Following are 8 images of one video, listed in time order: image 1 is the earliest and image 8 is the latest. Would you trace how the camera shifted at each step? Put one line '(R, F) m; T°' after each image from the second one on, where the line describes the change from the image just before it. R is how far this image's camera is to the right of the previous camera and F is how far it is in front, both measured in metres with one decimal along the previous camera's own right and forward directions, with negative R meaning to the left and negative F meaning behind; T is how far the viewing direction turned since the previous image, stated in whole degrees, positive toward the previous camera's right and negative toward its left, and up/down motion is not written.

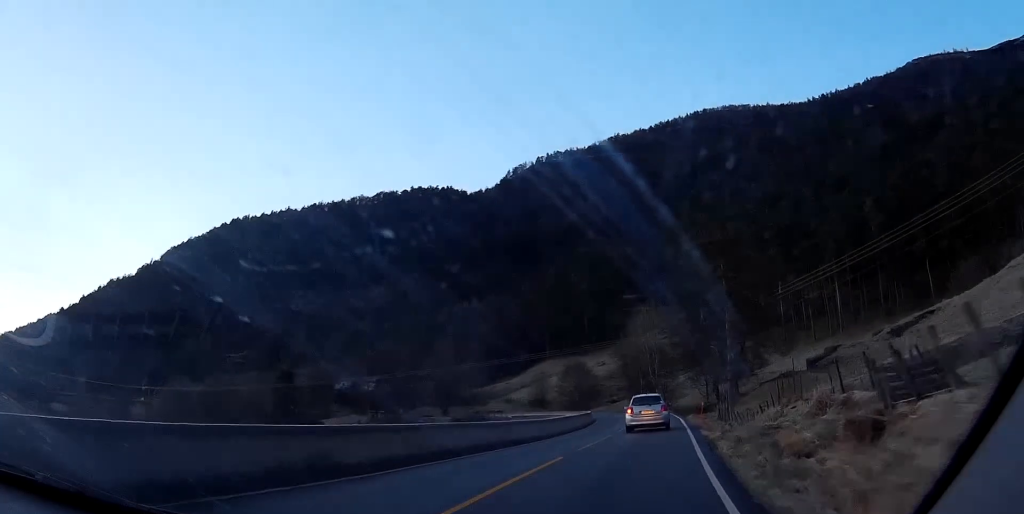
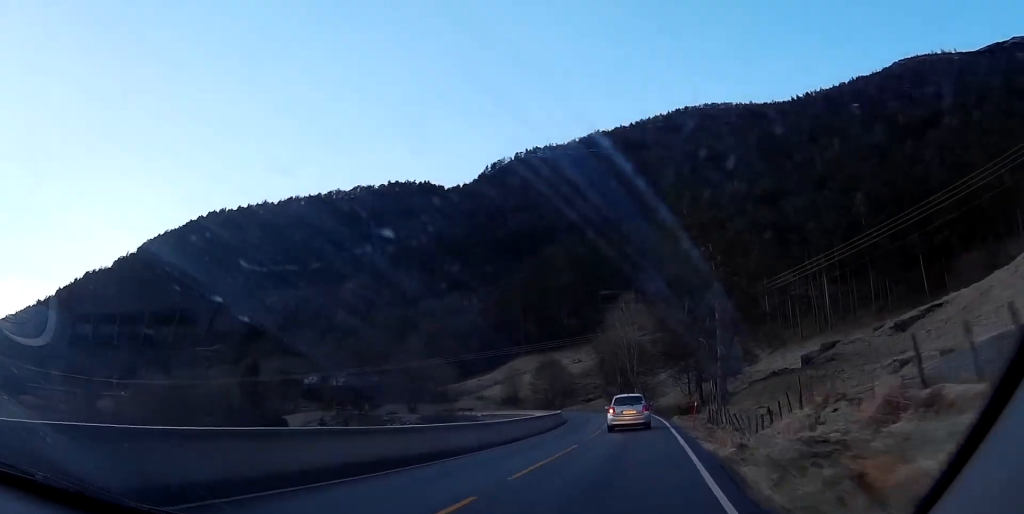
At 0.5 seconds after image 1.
(+0.2, +7.4) m; +1°
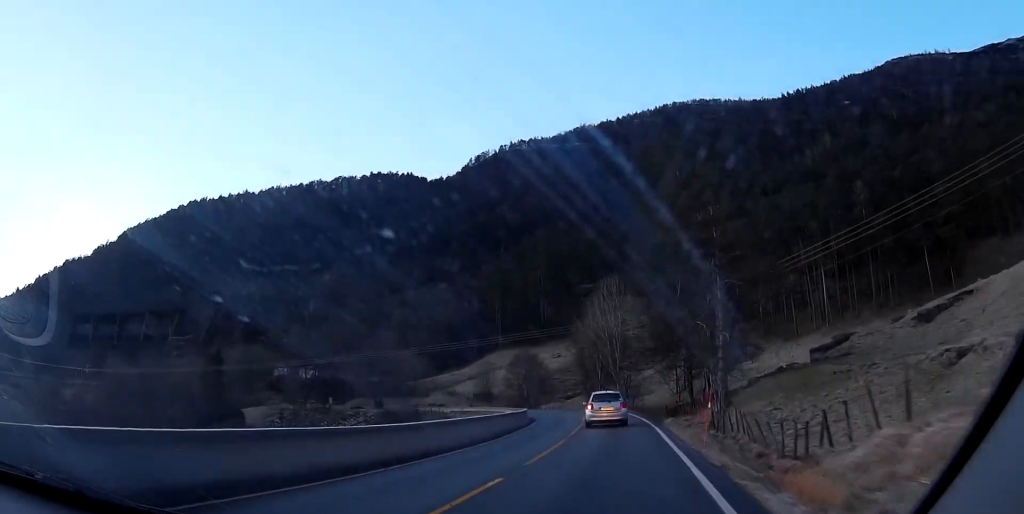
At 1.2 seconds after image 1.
(0.0, +10.4) m; 0°
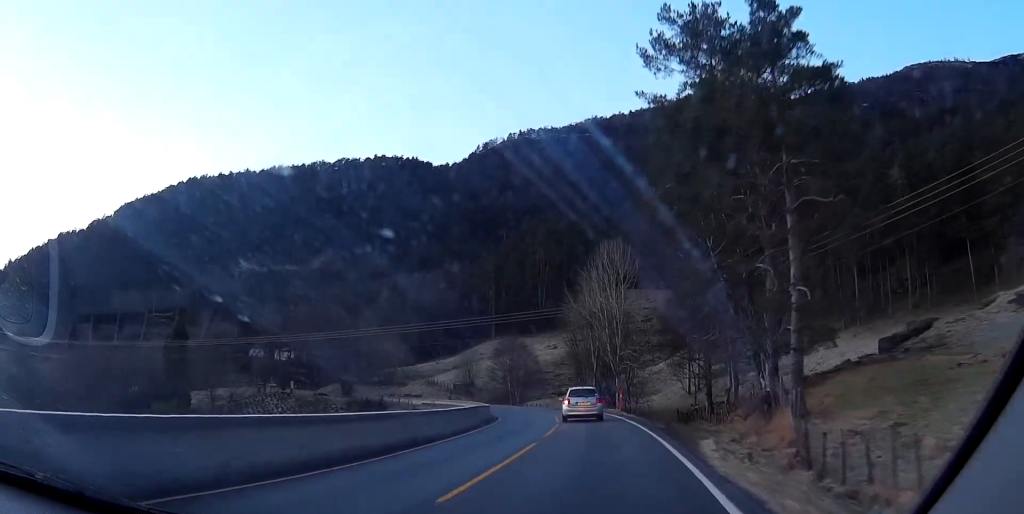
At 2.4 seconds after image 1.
(0.0, +18.4) m; 0°
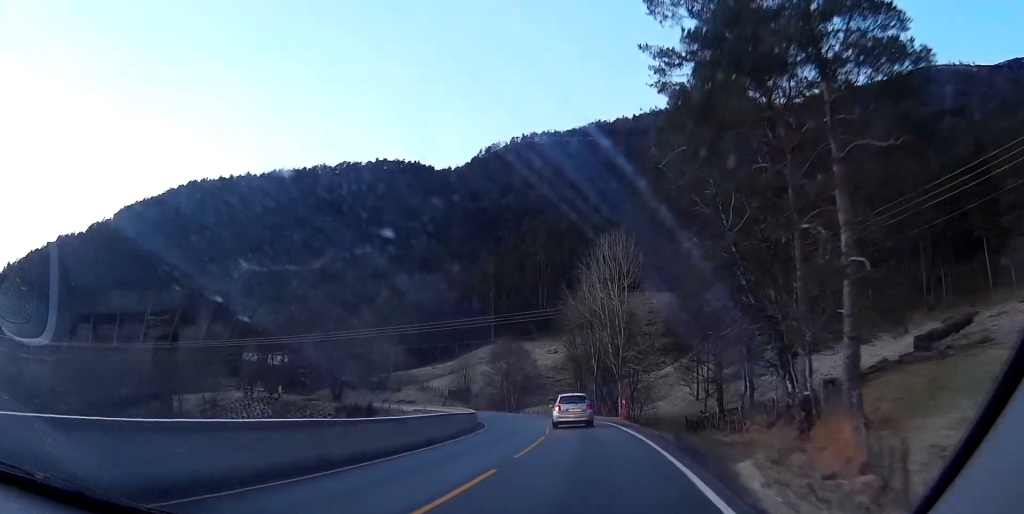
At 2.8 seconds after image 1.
(0.0, +6.1) m; -1°
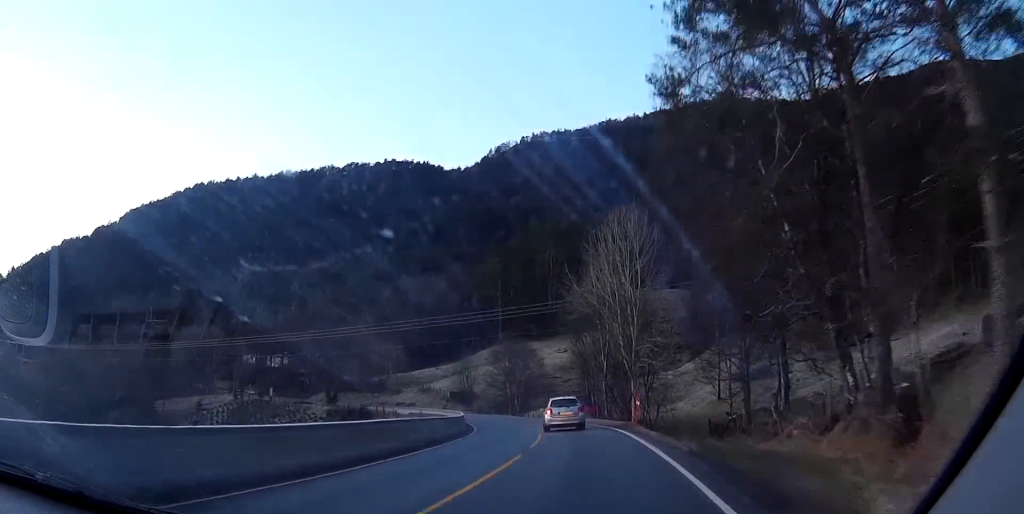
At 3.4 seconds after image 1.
(+0.1, +8.2) m; -1°
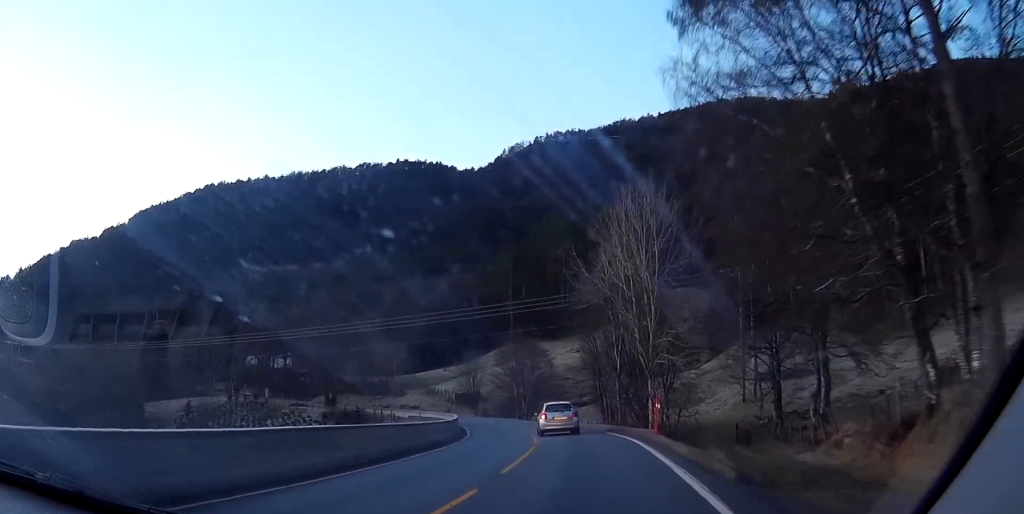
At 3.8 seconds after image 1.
(-0.2, +7.0) m; -3°
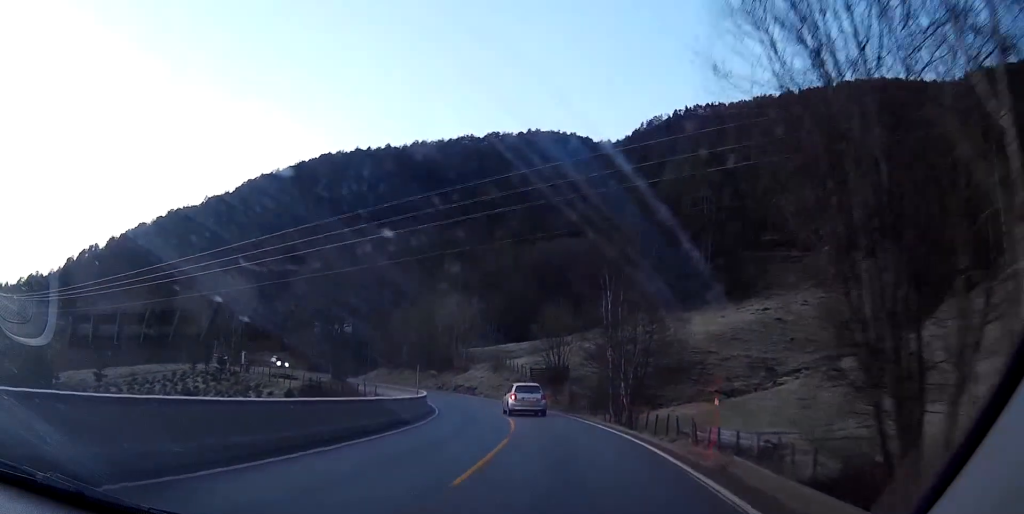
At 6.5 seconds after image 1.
(-1.9, +41.9) m; -2°
